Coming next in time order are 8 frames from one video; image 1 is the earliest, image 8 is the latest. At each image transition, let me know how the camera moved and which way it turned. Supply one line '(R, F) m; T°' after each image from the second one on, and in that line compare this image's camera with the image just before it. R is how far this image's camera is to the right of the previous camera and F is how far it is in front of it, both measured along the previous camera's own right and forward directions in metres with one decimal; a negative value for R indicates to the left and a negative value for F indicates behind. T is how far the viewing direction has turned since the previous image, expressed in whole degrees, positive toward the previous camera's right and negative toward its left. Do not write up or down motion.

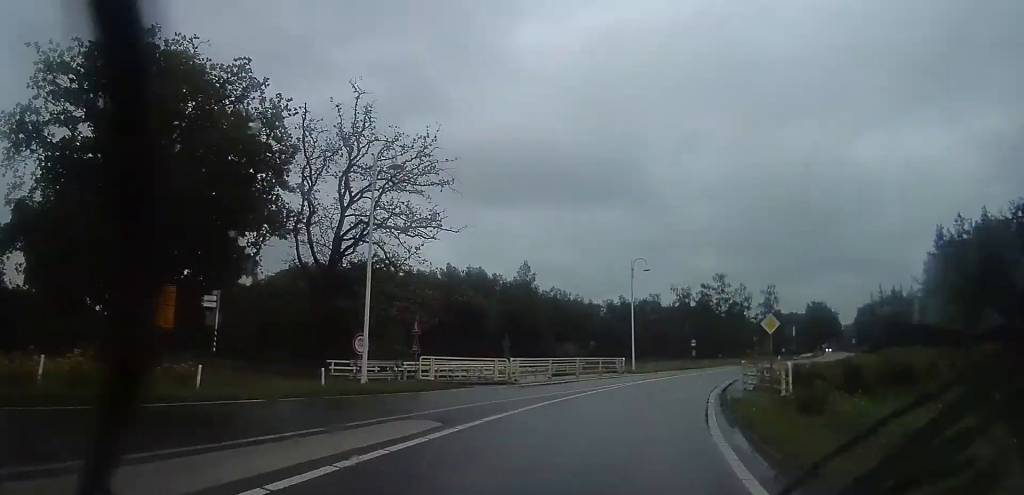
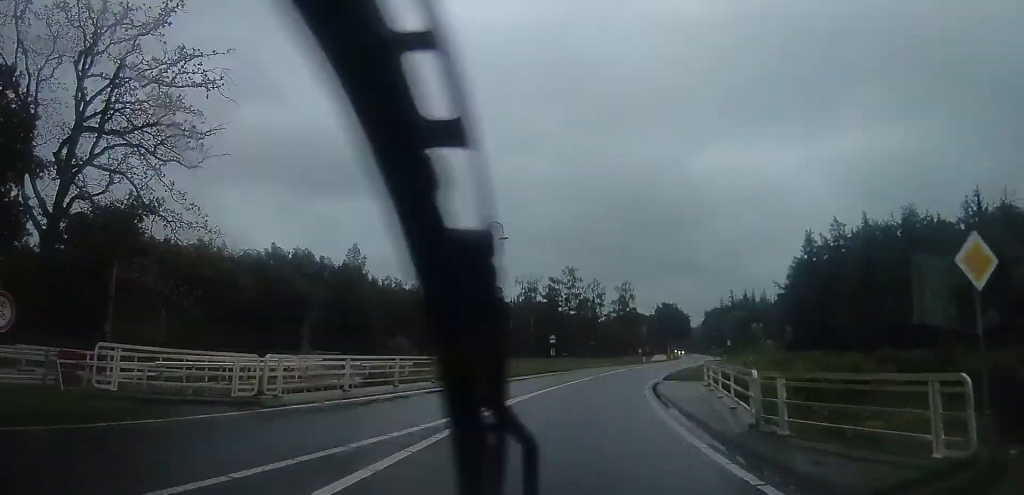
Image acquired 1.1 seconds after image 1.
(+1.4, +9.8) m; +20°
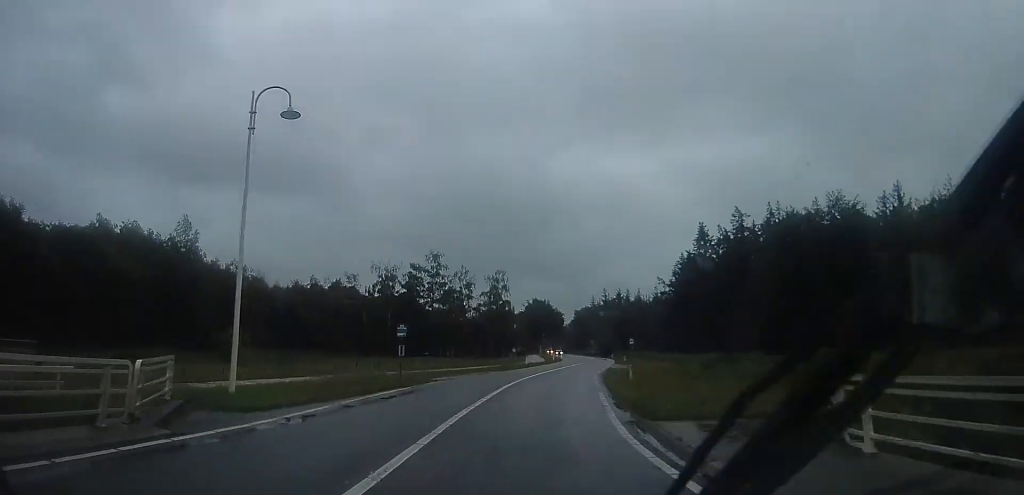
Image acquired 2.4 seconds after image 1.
(+2.7, +13.6) m; +18°
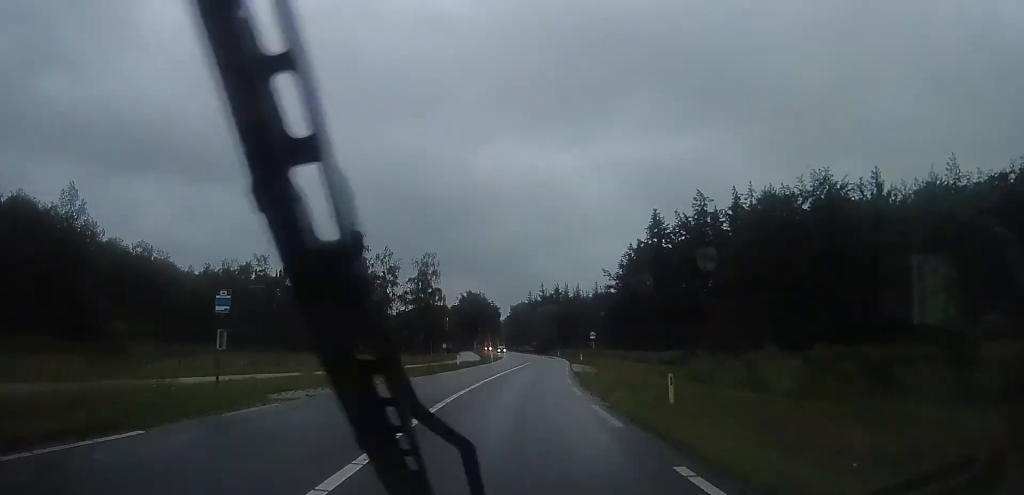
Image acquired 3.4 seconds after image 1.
(+1.1, +11.3) m; +10°
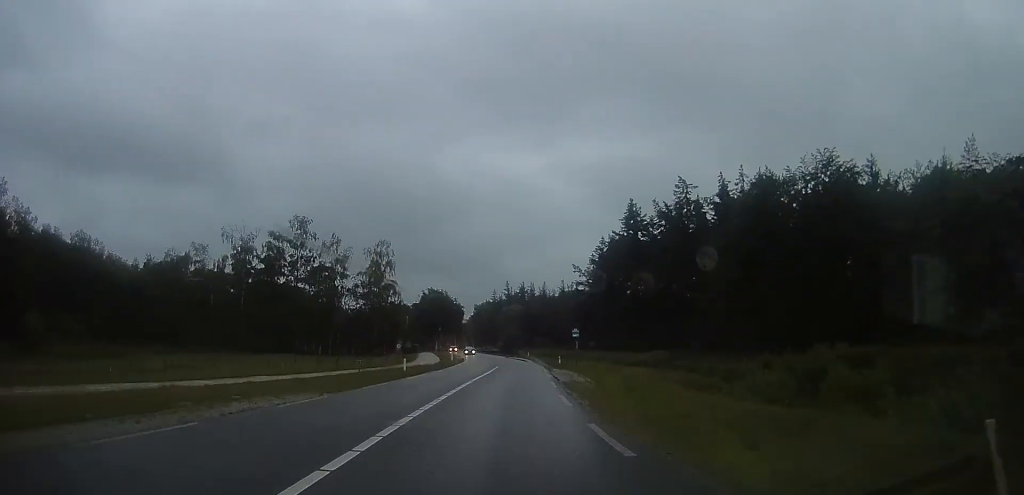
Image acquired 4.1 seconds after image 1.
(+0.5, +8.5) m; +4°
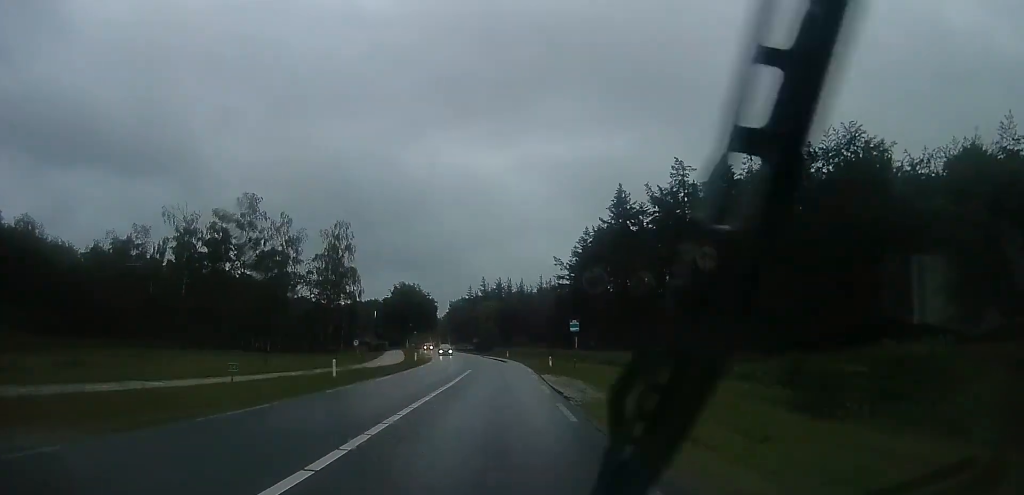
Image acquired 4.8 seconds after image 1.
(+0.3, +9.2) m; 0°
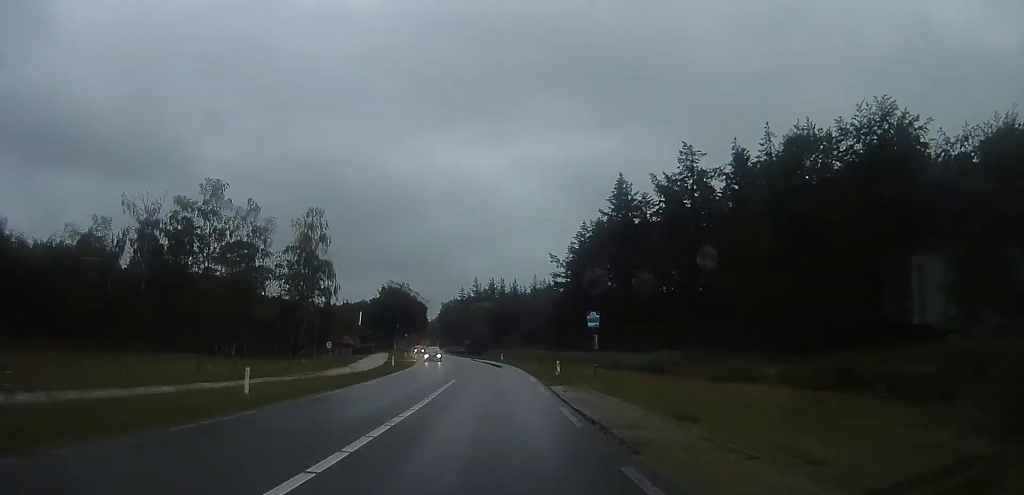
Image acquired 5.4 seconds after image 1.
(-0.3, +6.7) m; +1°
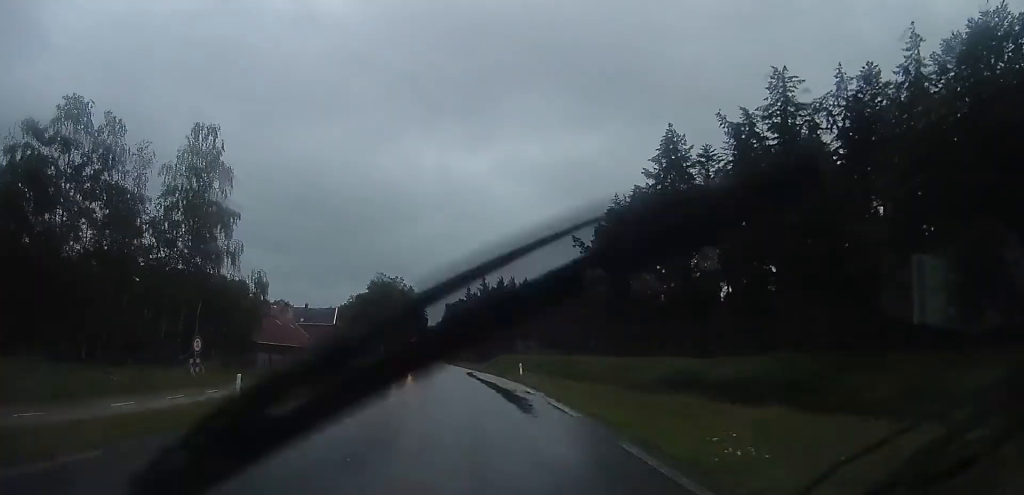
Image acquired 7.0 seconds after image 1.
(+1.1, +21.9) m; +3°
